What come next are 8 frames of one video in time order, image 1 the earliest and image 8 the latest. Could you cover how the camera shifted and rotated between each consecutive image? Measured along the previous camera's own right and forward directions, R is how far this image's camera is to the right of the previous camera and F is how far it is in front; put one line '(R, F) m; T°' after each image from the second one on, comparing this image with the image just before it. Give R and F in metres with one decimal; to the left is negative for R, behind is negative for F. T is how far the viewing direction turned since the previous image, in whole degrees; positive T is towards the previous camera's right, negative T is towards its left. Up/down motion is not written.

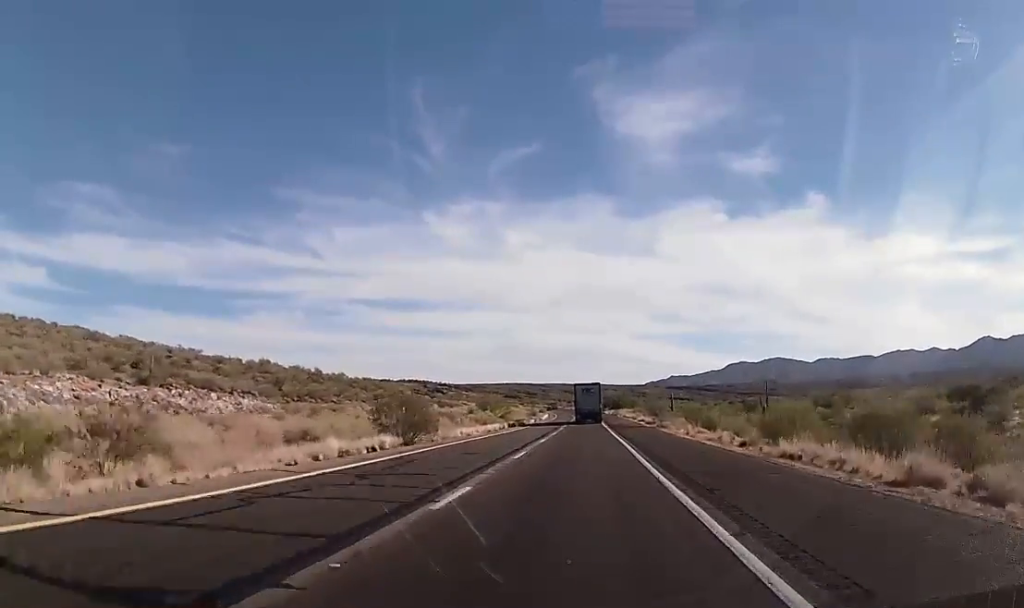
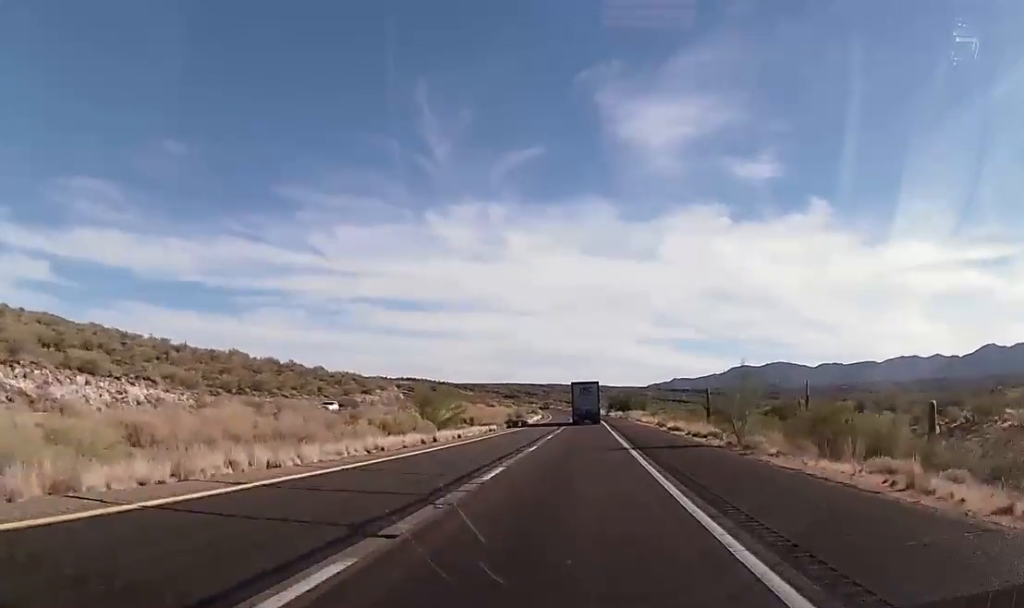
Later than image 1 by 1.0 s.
(+0.2, +31.3) m; 0°
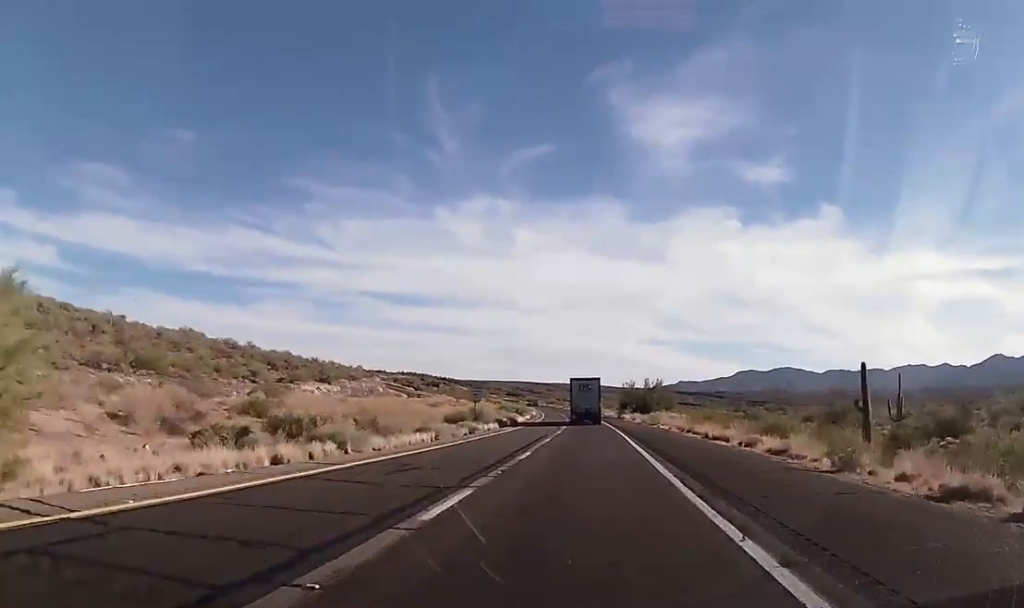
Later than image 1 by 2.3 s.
(0.0, +42.4) m; -1°
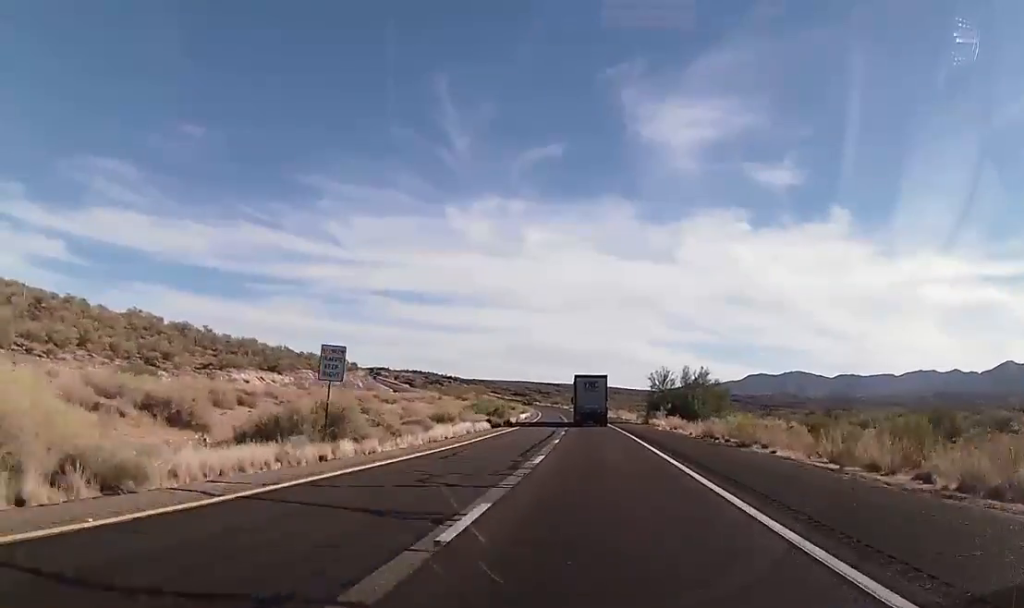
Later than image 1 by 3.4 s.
(-0.6, +38.1) m; 0°
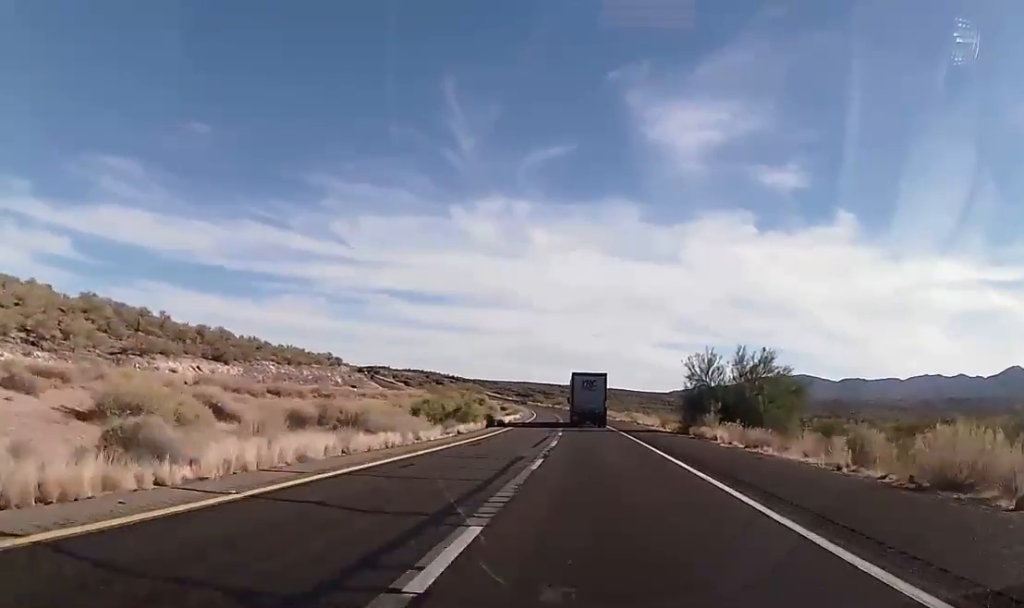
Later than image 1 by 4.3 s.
(+0.6, +26.9) m; 0°
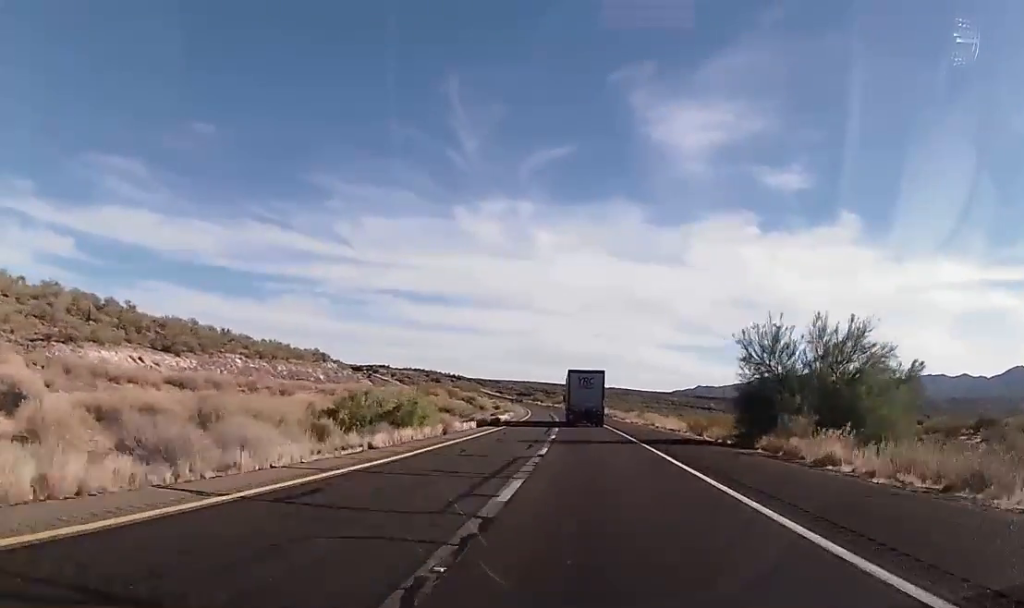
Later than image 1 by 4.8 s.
(-0.4, +18.2) m; 0°
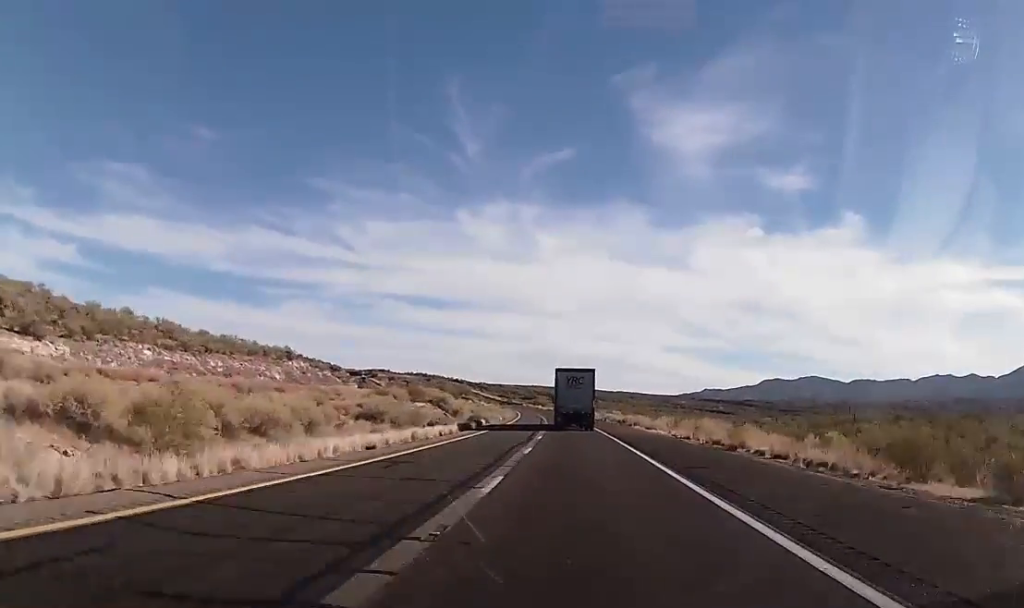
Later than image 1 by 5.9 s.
(-0.1, +35.4) m; 0°
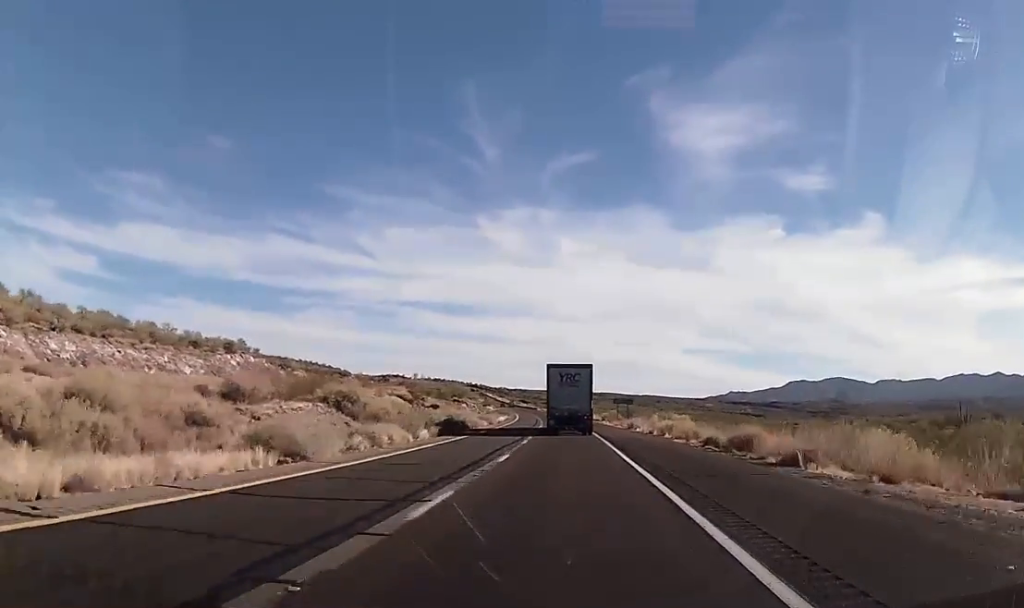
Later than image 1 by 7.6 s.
(-0.5, +52.1) m; -2°
